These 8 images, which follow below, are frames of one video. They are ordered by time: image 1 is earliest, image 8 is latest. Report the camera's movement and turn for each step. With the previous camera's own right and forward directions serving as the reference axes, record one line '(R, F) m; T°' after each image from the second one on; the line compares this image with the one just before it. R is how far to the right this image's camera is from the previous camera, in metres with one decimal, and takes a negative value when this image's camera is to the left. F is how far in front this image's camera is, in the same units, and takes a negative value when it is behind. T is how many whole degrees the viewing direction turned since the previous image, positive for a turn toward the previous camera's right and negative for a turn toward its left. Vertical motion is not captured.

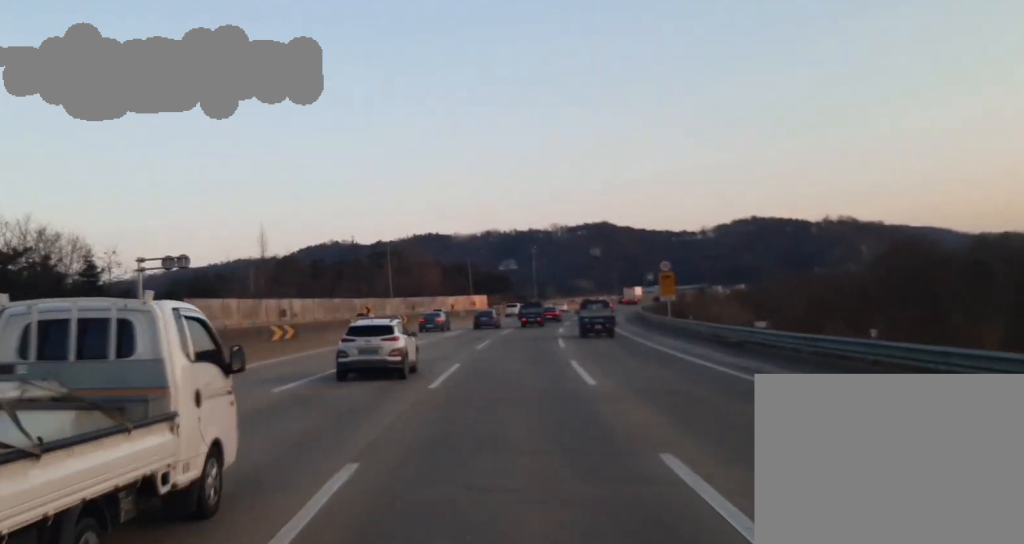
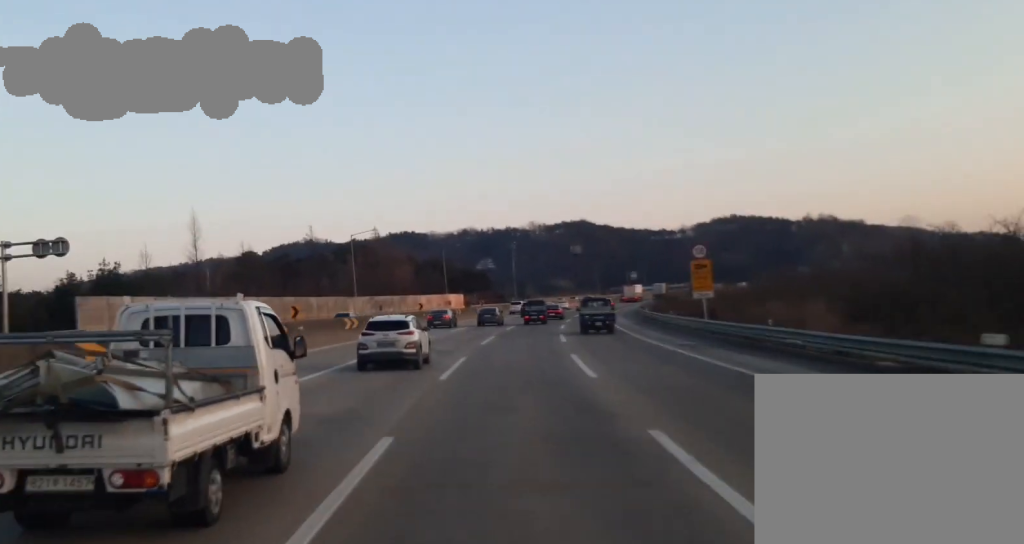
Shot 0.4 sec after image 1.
(+0.2, +17.6) m; +2°
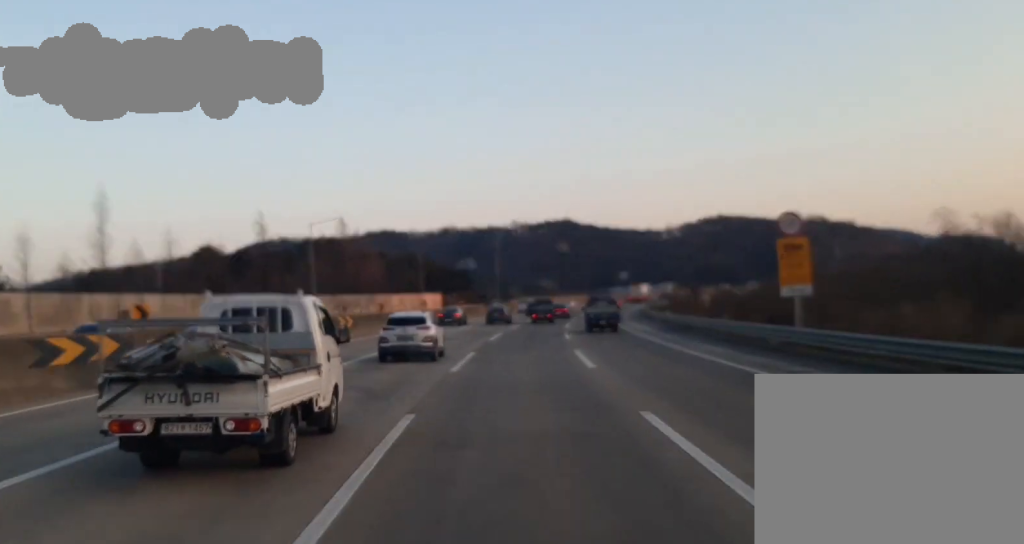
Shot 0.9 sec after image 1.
(-0.2, +17.6) m; +2°
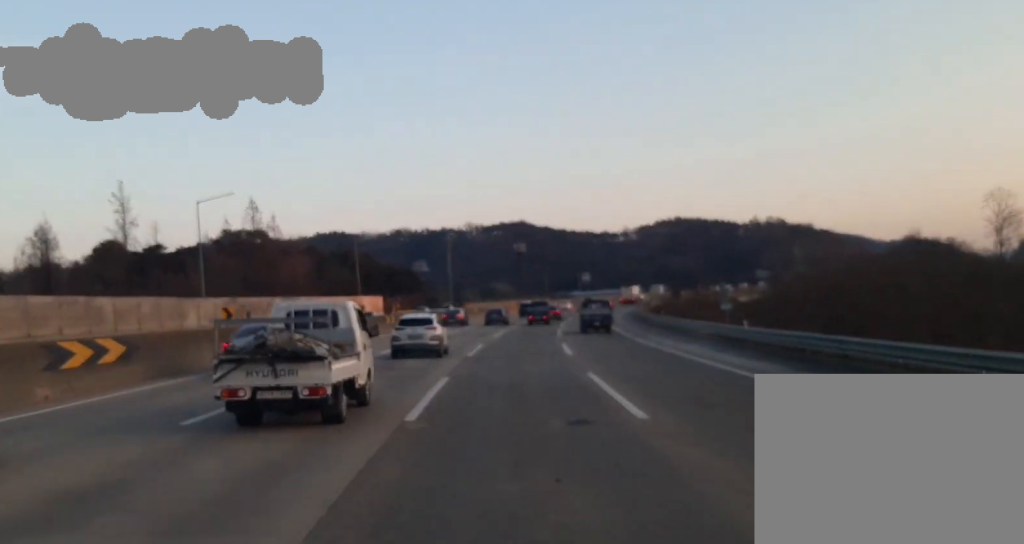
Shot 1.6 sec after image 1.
(+1.4, +30.5) m; +2°
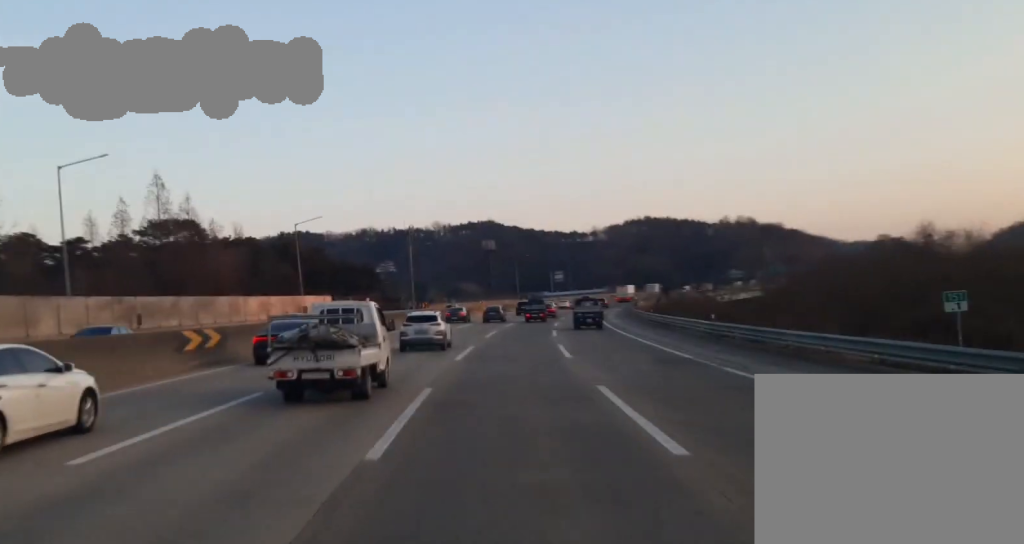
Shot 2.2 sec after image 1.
(+0.3, +24.6) m; +2°
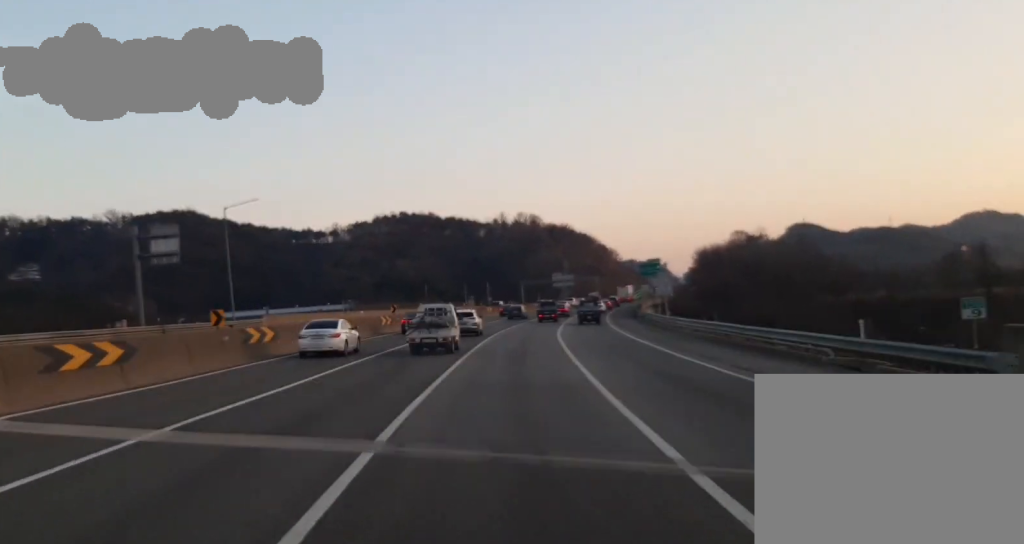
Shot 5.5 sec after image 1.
(+21.9, +169.2) m; +15°
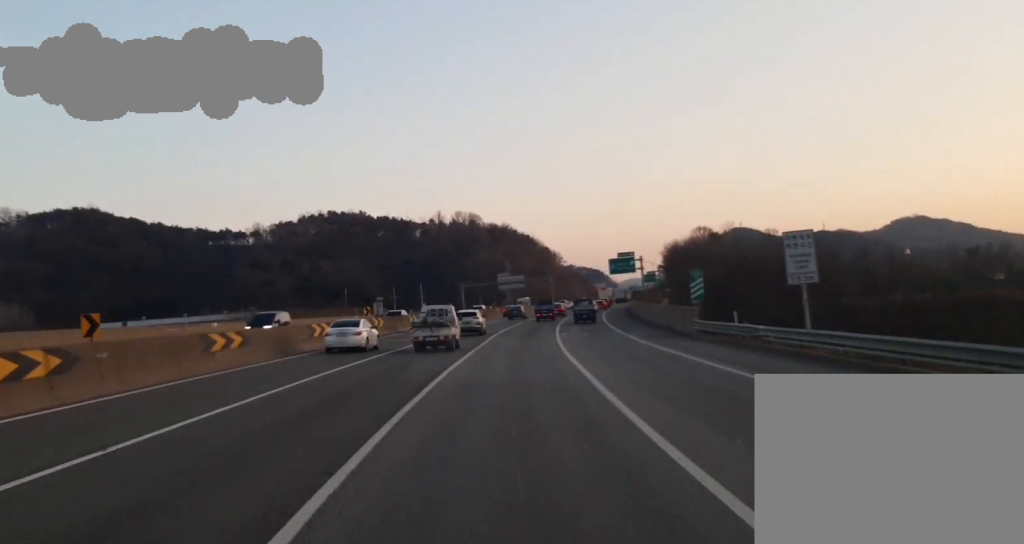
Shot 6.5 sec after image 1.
(+1.6, +62.5) m; +2°
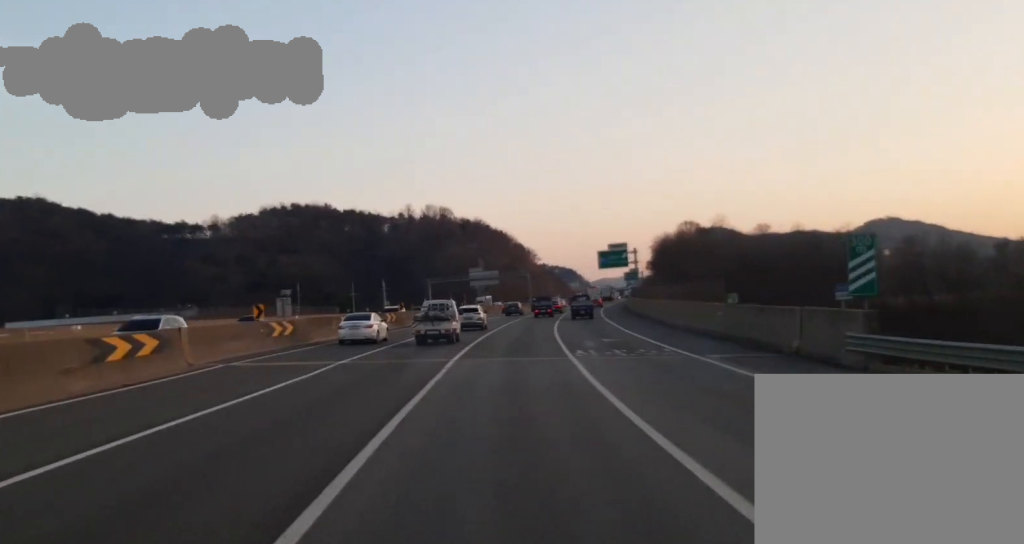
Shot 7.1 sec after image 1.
(0.0, +31.0) m; +1°
